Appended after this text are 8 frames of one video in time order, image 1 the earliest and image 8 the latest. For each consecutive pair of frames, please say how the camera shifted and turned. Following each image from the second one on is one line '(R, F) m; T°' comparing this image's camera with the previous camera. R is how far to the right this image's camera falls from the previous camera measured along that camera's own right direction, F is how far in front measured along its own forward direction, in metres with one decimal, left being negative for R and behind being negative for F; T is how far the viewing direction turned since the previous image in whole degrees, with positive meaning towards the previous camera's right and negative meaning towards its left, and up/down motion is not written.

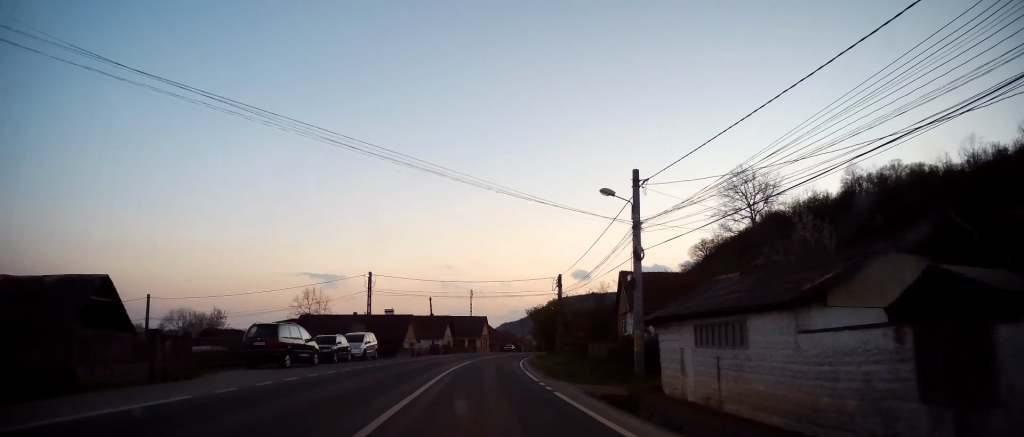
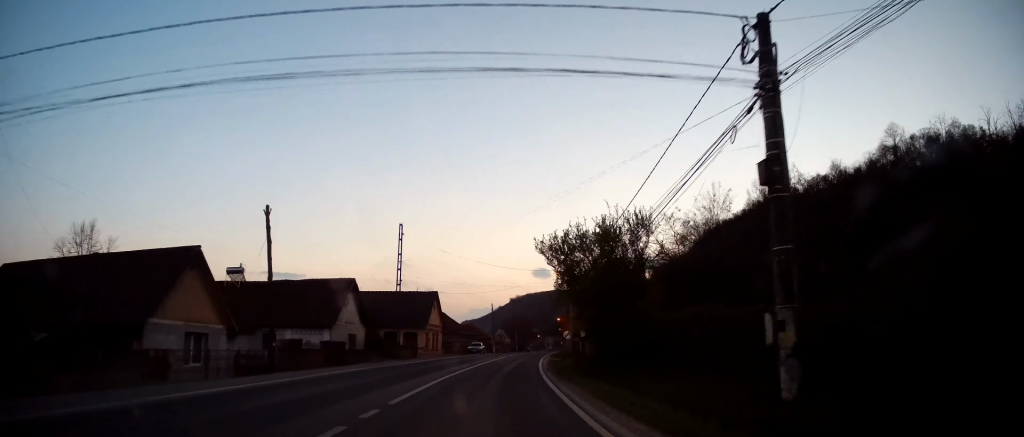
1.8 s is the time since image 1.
(+0.7, +40.5) m; +3°
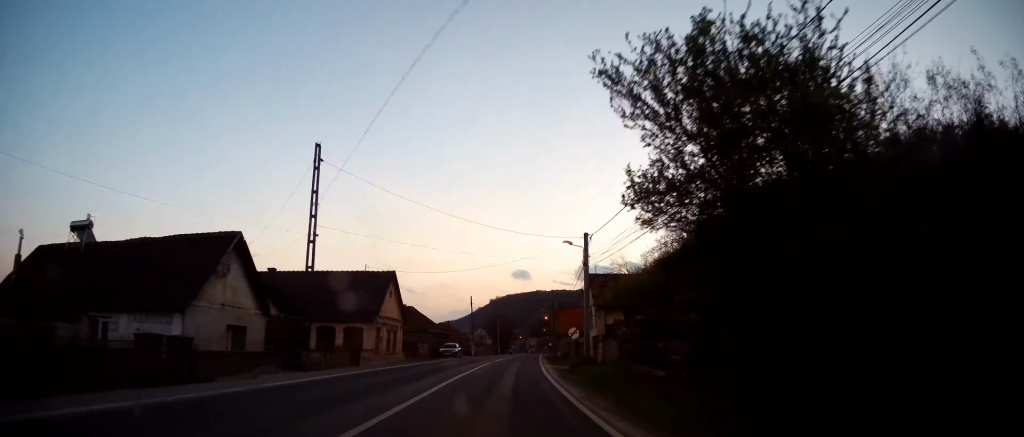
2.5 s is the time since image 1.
(-0.1, +14.8) m; +2°
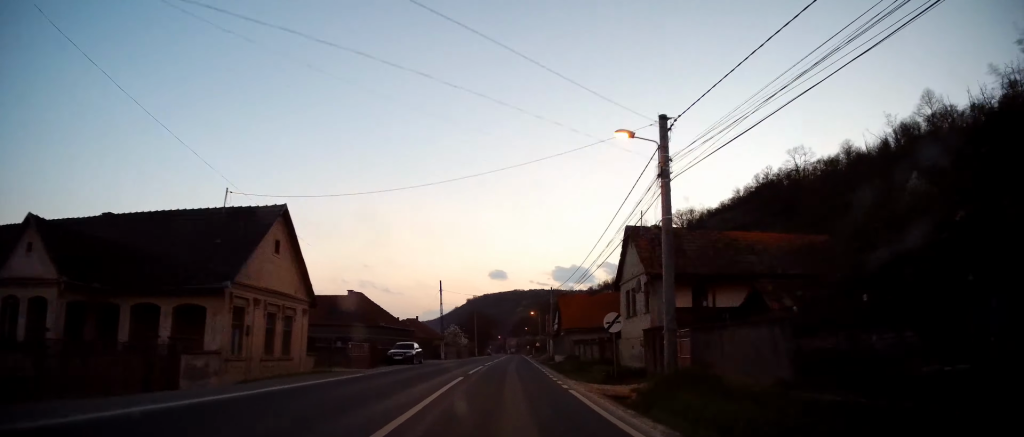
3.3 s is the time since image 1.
(+0.7, +17.8) m; +4°
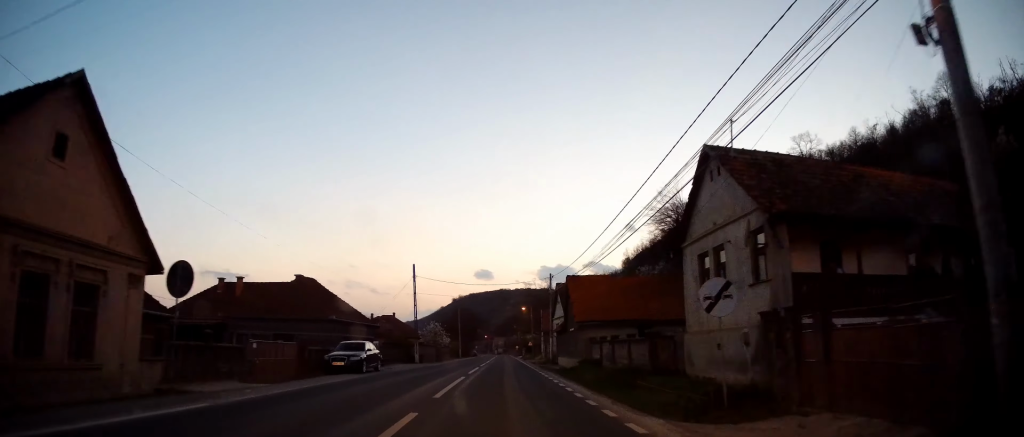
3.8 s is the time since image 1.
(+0.3, +11.2) m; +1°
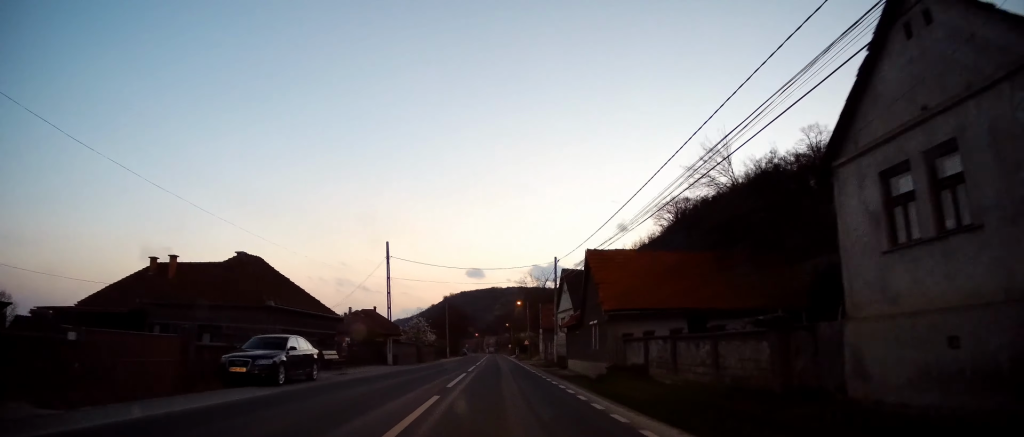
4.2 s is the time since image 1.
(+0.1, +8.9) m; +1°
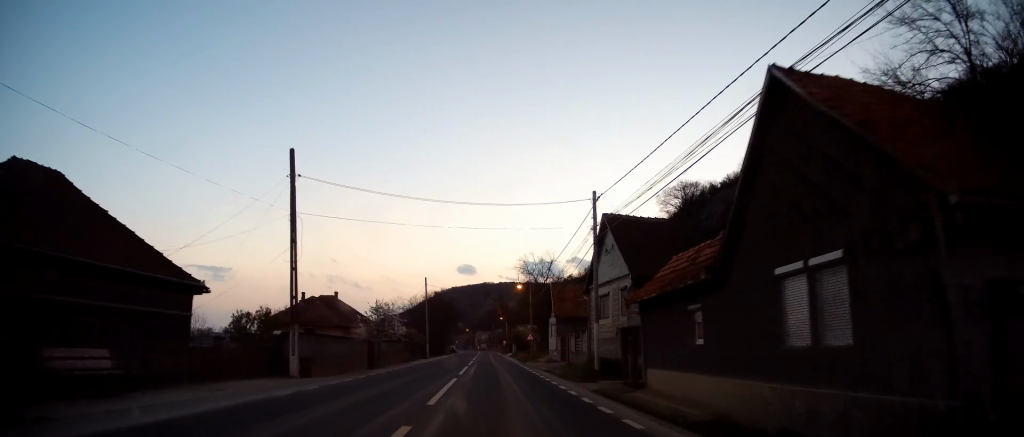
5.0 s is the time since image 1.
(+0.1, +17.2) m; +1°
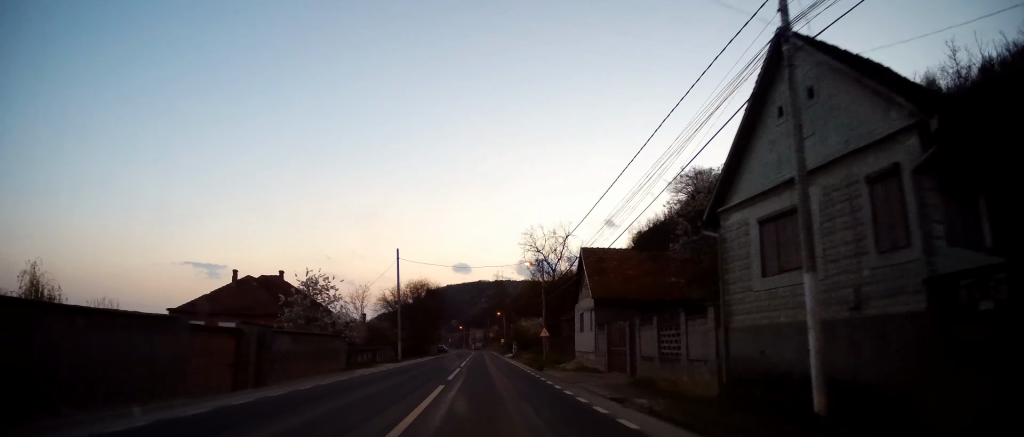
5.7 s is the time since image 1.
(+0.1, +16.5) m; +1°
